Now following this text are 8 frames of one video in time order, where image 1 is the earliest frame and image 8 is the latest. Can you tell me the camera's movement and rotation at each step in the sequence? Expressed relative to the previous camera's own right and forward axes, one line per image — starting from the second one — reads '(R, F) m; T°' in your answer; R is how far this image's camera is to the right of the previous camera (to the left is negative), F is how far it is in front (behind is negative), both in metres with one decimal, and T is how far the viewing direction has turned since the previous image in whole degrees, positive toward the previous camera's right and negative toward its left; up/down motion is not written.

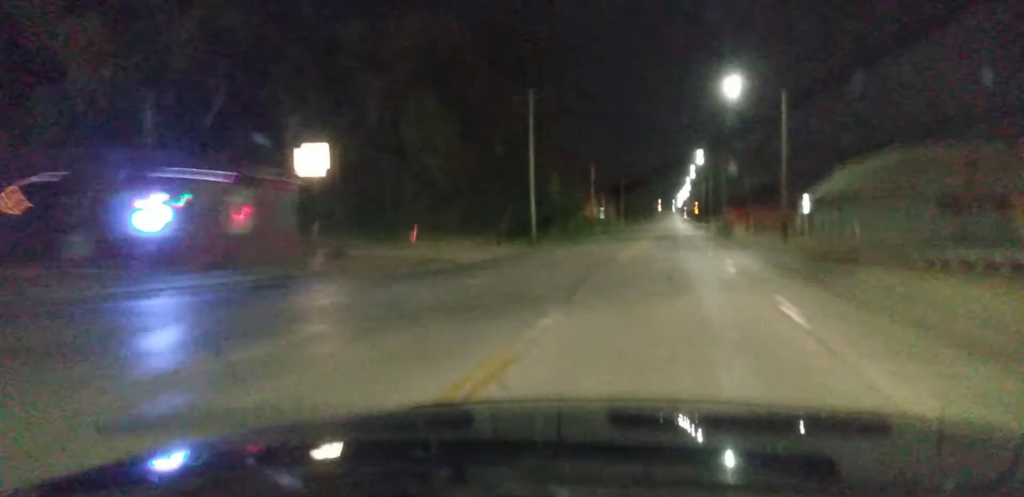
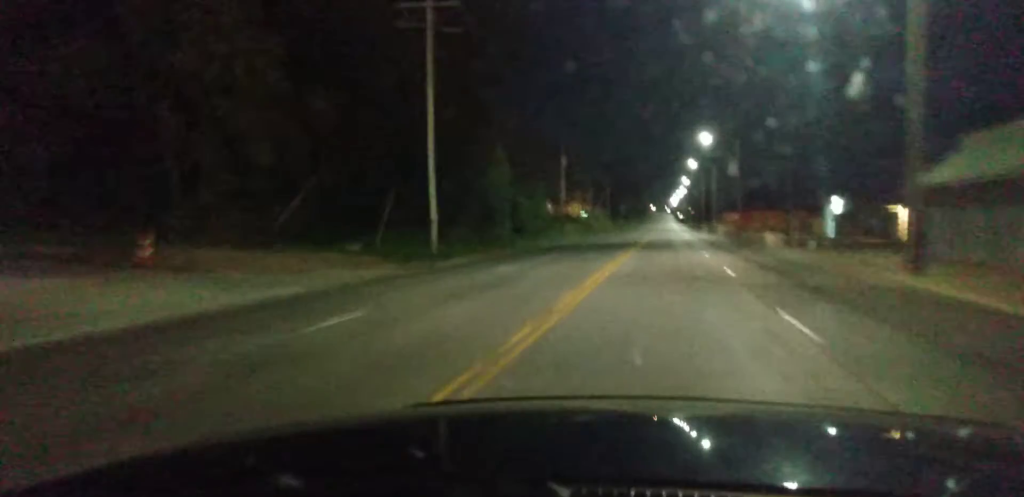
(0.0, +24.6) m; -1°
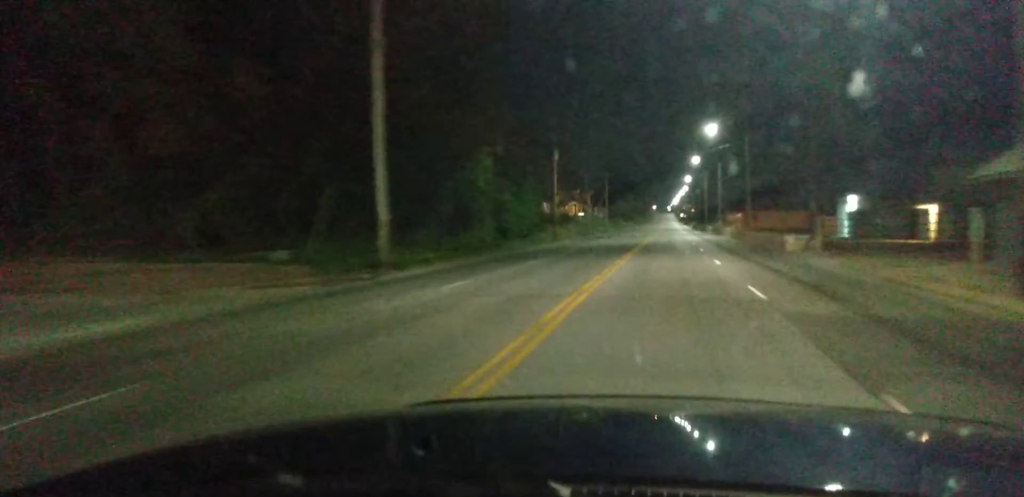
(-0.1, +8.8) m; 0°
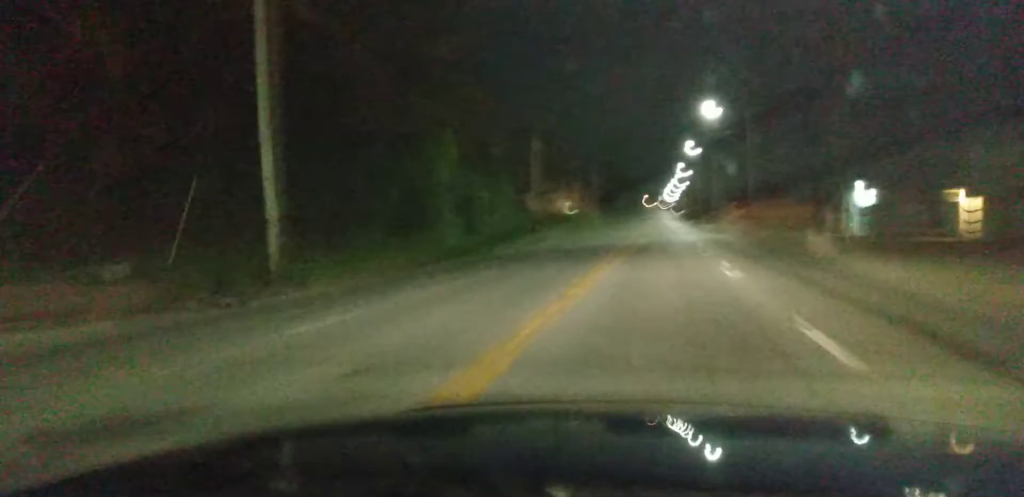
(-0.1, +7.0) m; 0°
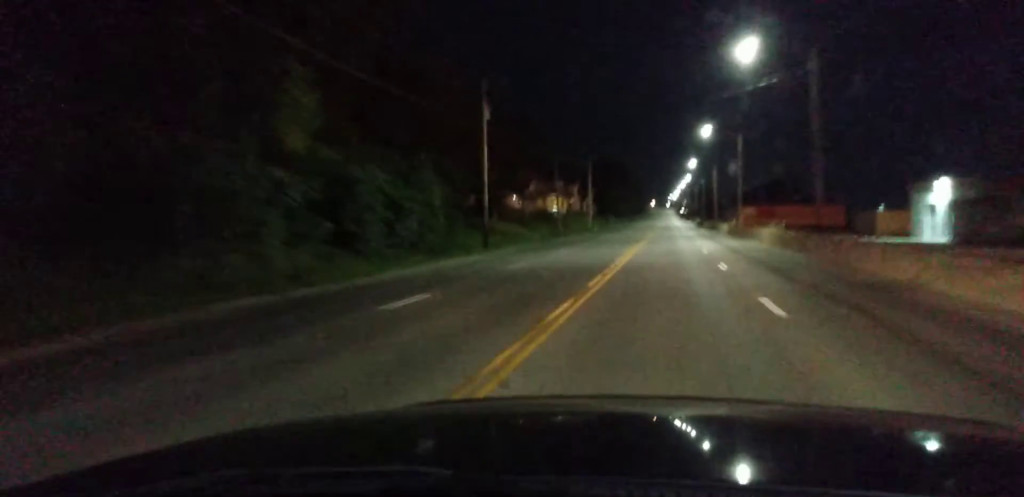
(+0.2, +20.1) m; 0°
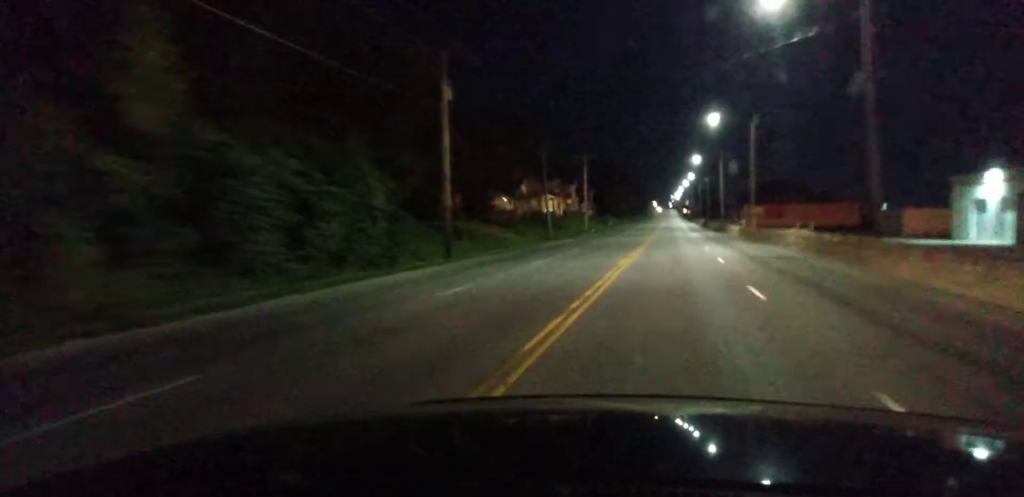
(0.0, +8.6) m; 0°
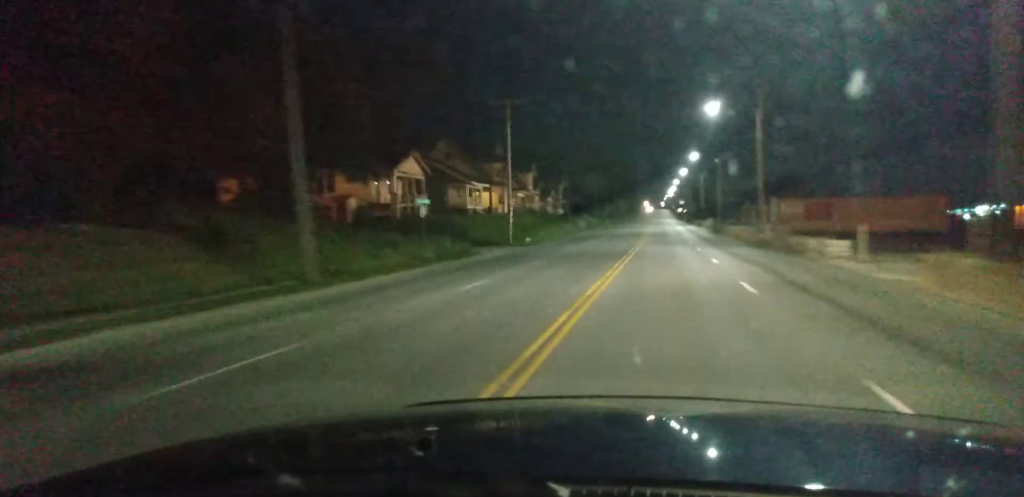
(+0.1, +46.0) m; -1°
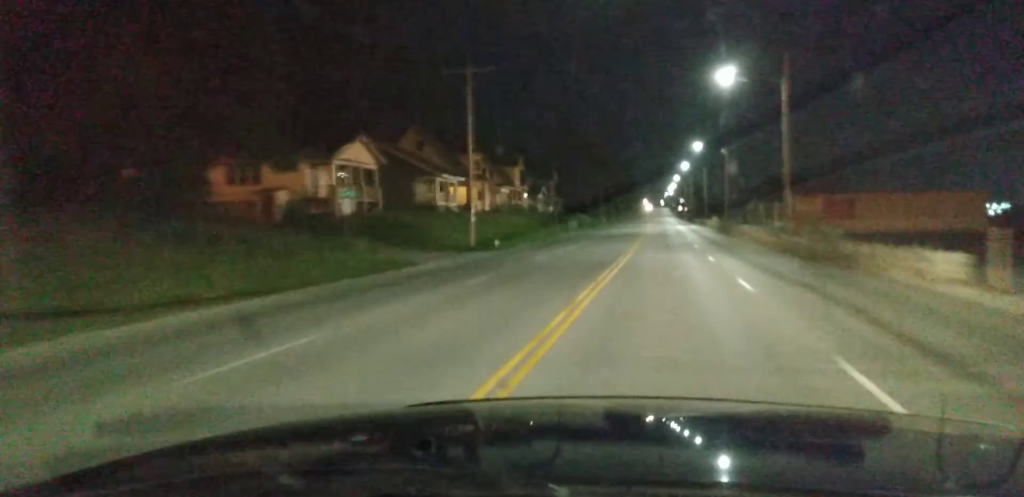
(-0.1, +12.6) m; -1°
